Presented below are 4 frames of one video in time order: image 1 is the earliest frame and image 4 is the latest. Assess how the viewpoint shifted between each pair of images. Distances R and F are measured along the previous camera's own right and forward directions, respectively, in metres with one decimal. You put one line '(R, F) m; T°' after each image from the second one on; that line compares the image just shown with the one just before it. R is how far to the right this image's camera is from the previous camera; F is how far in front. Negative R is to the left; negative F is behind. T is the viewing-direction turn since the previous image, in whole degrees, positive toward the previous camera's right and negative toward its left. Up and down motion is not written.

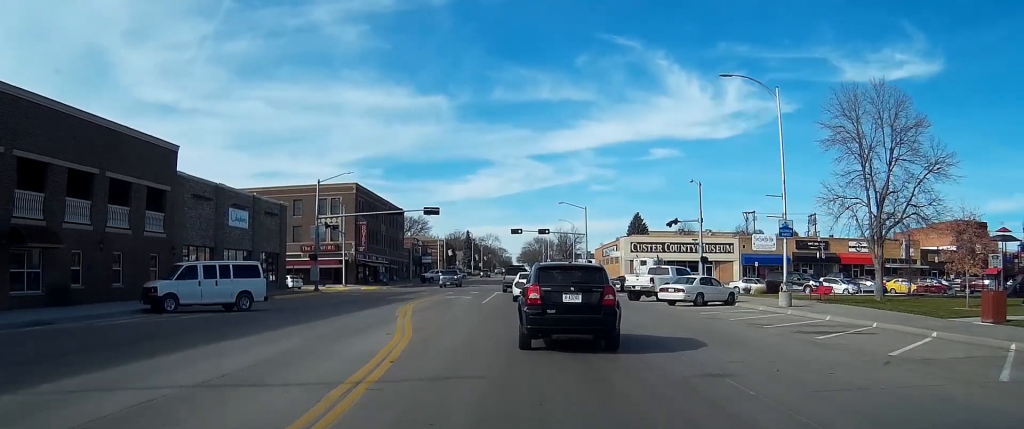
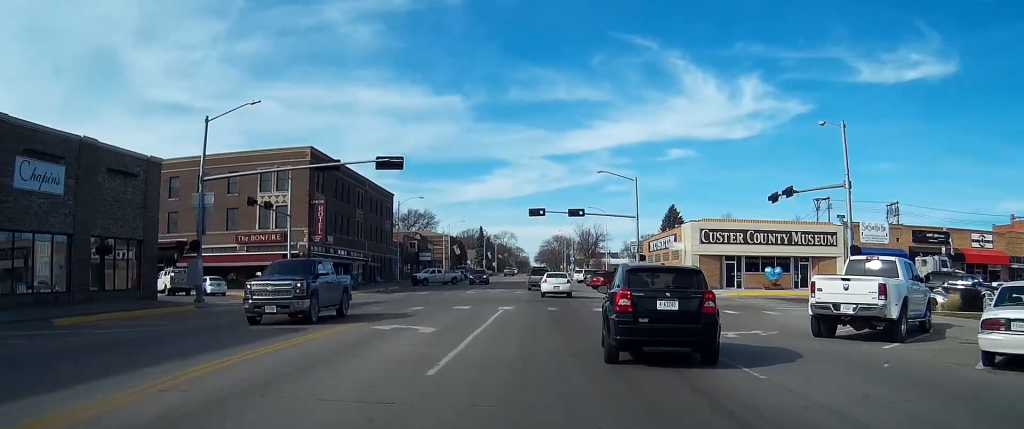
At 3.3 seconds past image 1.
(-0.4, +25.8) m; 0°
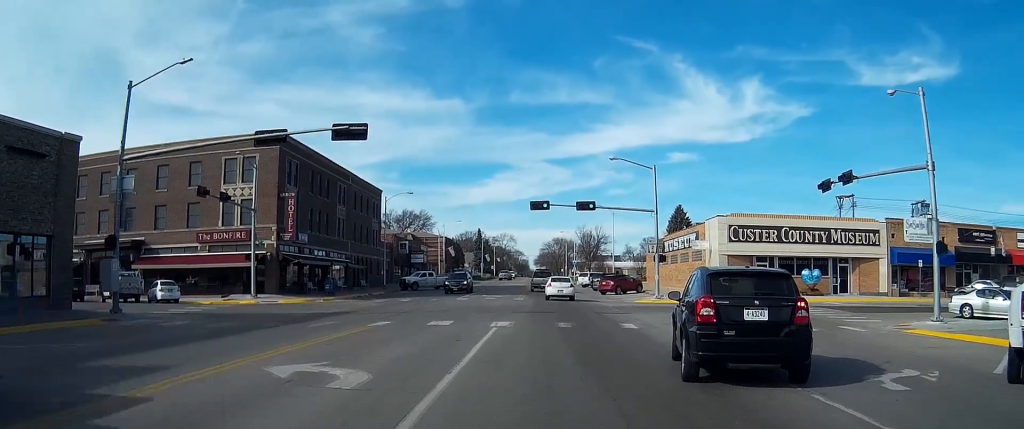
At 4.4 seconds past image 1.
(+0.1, +8.7) m; 0°
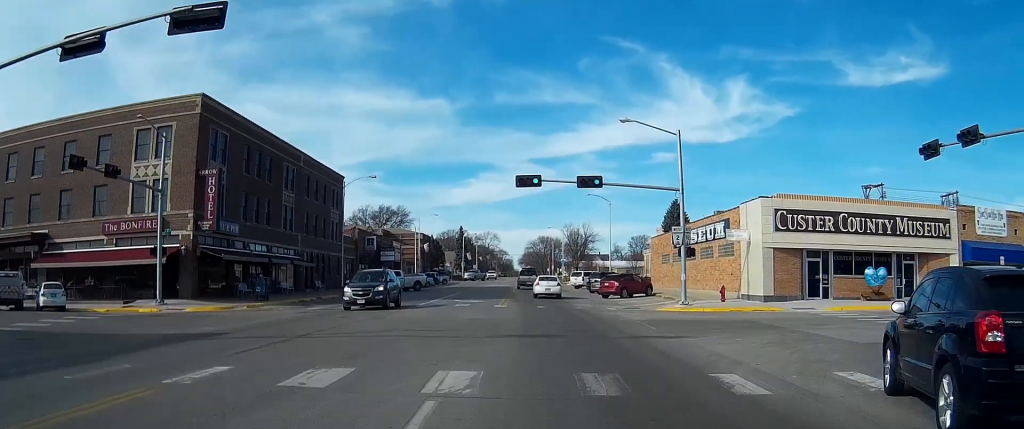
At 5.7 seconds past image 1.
(-0.1, +12.4) m; -1°
